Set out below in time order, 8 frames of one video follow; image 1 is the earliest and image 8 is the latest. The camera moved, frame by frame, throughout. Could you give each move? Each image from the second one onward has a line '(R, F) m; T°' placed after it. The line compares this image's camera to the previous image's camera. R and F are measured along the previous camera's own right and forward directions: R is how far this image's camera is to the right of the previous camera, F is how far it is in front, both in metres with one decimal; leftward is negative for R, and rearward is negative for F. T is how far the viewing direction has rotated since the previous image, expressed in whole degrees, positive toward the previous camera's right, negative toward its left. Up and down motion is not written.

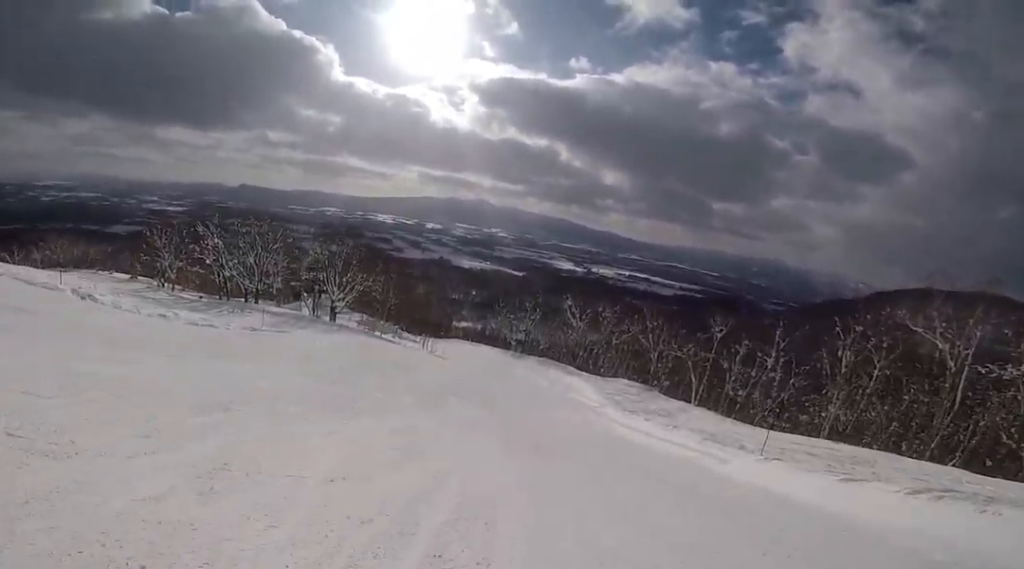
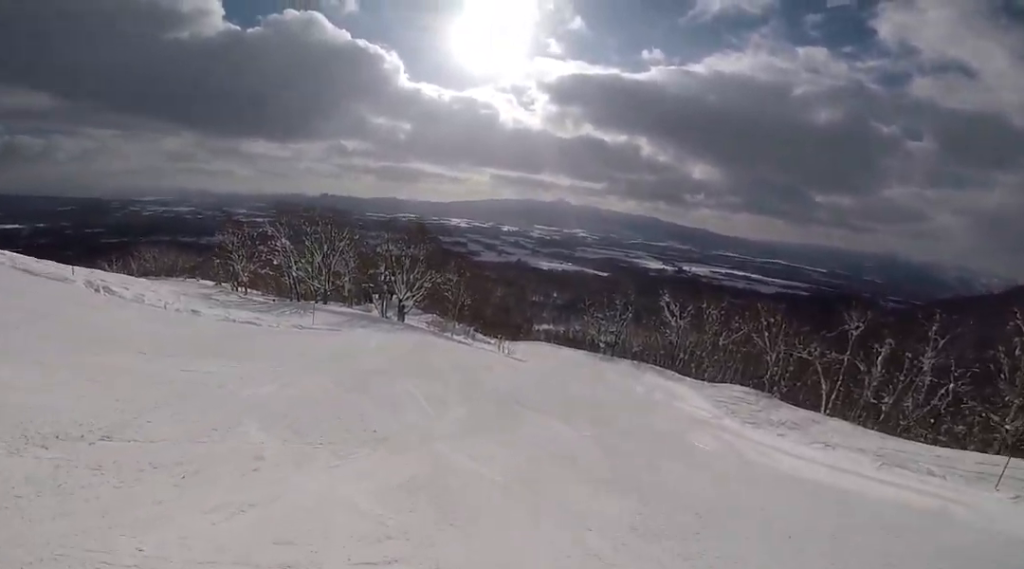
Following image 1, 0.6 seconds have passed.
(-0.3, +5.3) m; -10°
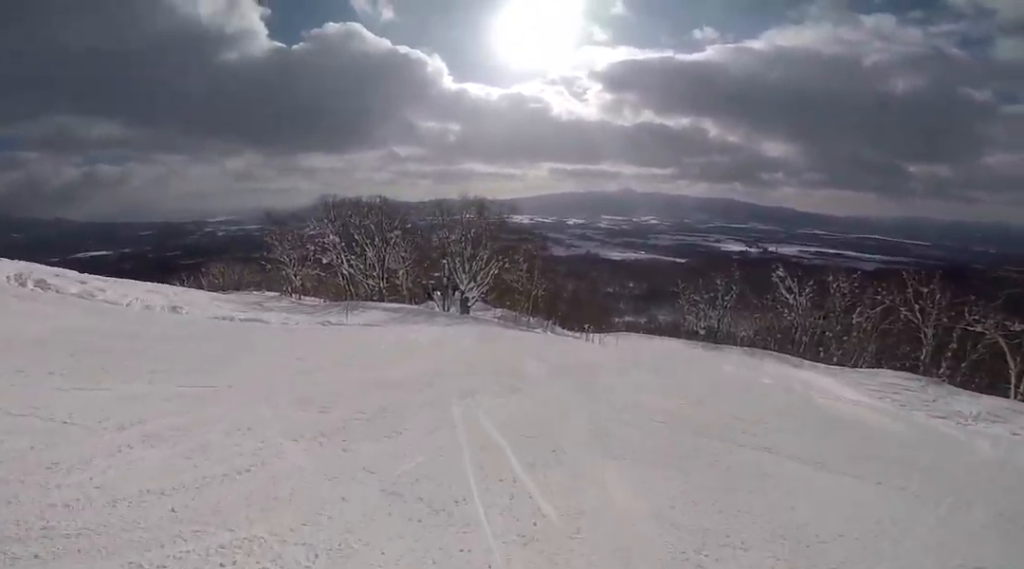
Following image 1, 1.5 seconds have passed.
(-0.6, +7.2) m; -12°
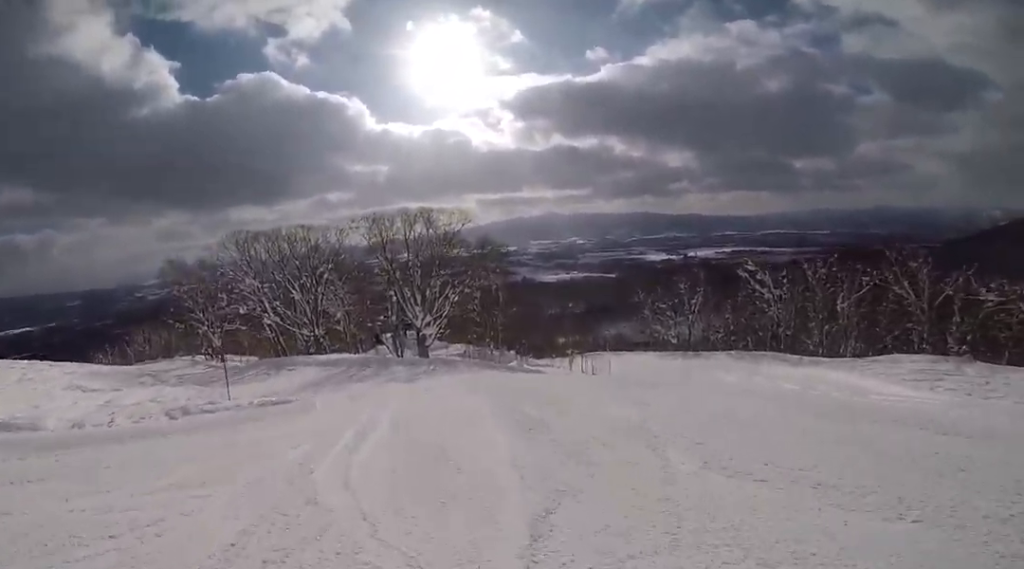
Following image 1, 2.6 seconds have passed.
(-1.2, +9.0) m; -5°
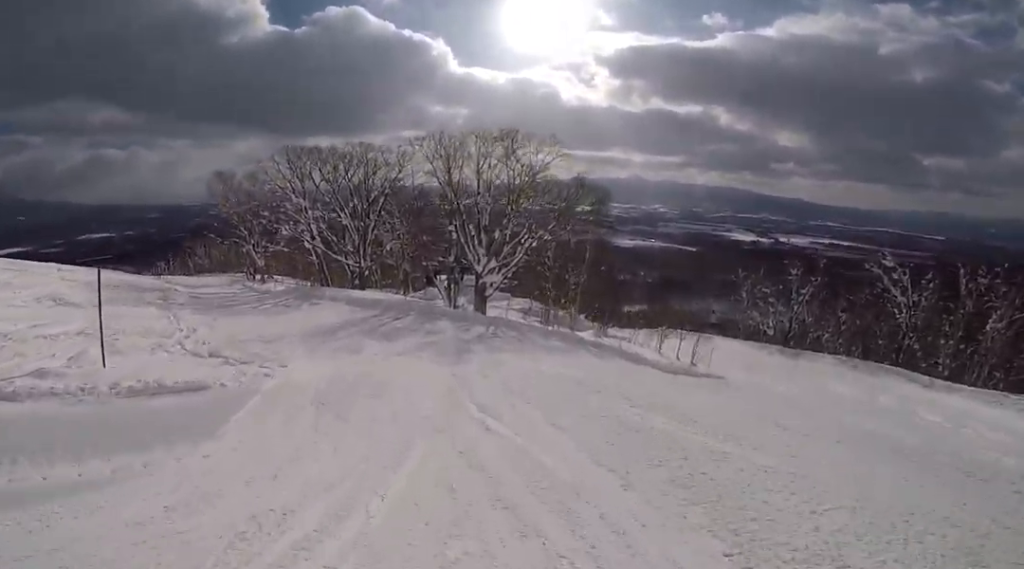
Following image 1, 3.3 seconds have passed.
(+0.8, +6.1) m; -2°
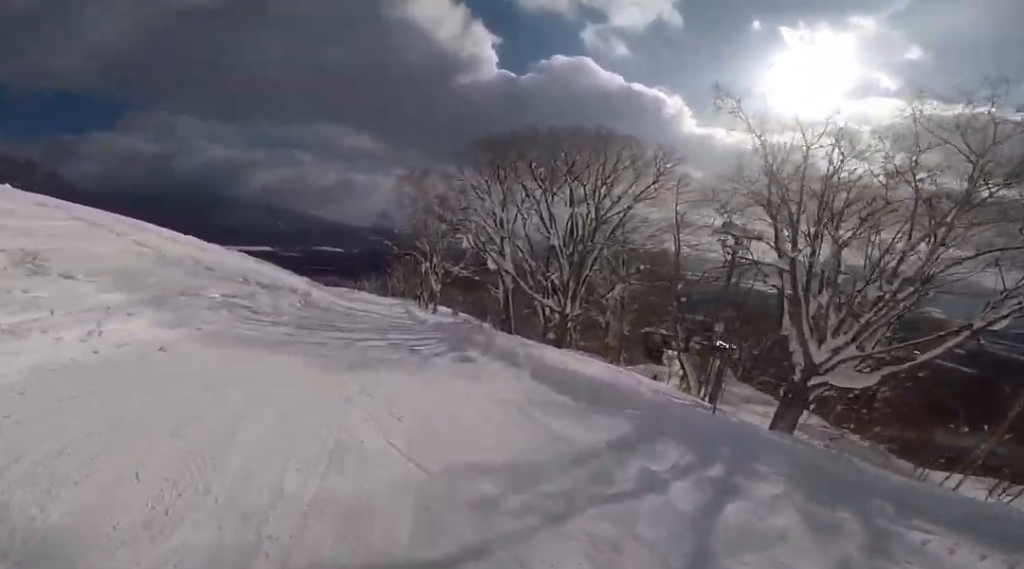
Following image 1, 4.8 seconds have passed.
(-3.3, +12.6) m; -19°
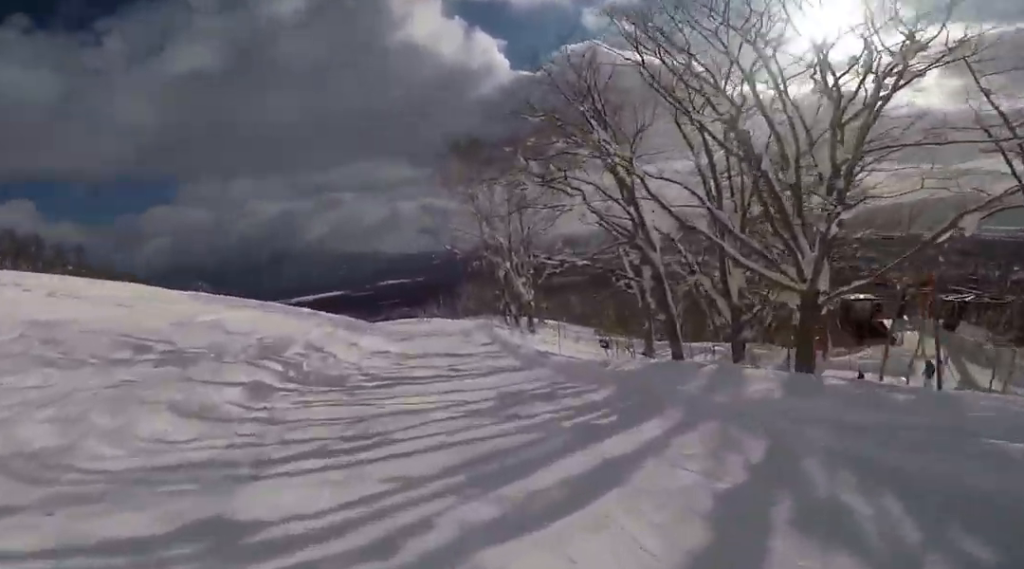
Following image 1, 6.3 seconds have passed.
(-0.6, +12.7) m; -6°
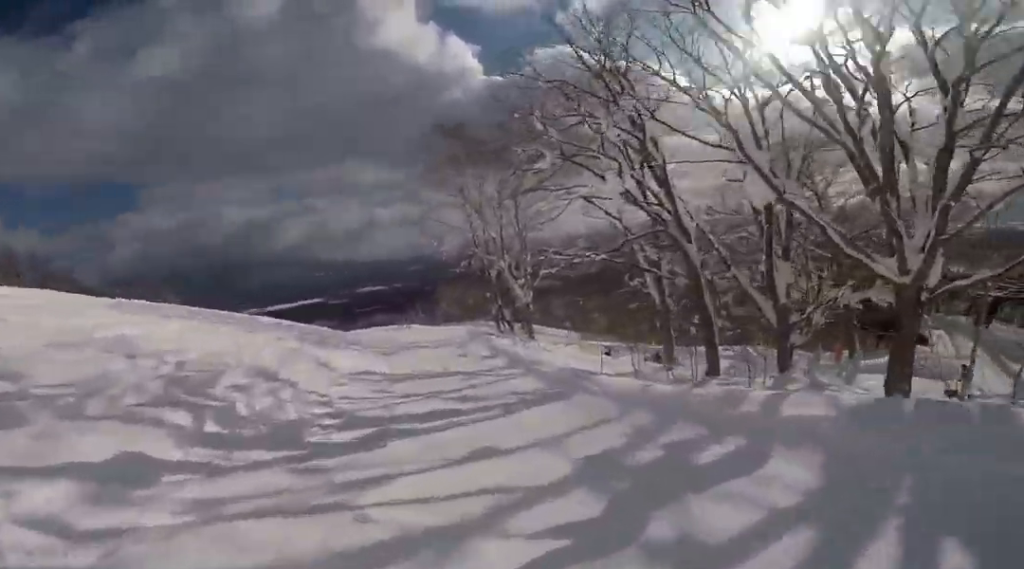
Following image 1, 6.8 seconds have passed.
(-0.3, +4.1) m; -2°
